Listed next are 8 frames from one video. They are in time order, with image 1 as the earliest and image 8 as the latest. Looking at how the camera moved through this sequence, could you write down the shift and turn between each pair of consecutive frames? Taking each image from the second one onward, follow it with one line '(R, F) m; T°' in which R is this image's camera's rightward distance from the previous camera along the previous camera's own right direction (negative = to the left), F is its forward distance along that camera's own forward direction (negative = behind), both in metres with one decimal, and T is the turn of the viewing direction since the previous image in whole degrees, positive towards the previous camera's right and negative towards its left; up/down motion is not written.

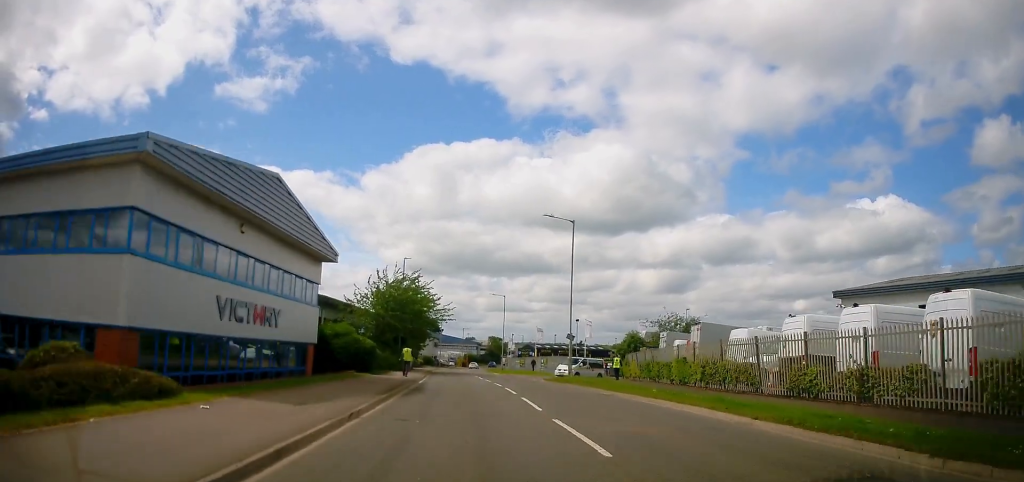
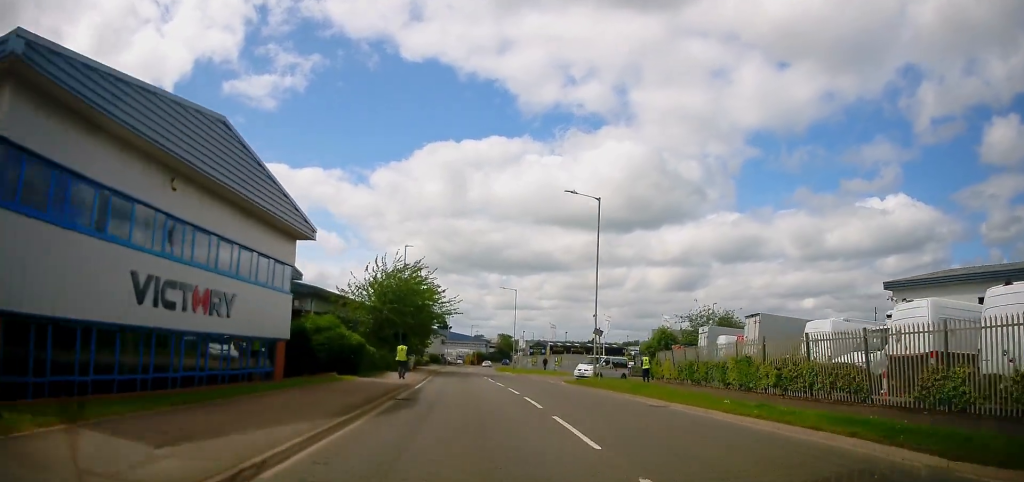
(+0.1, +5.5) m; +1°
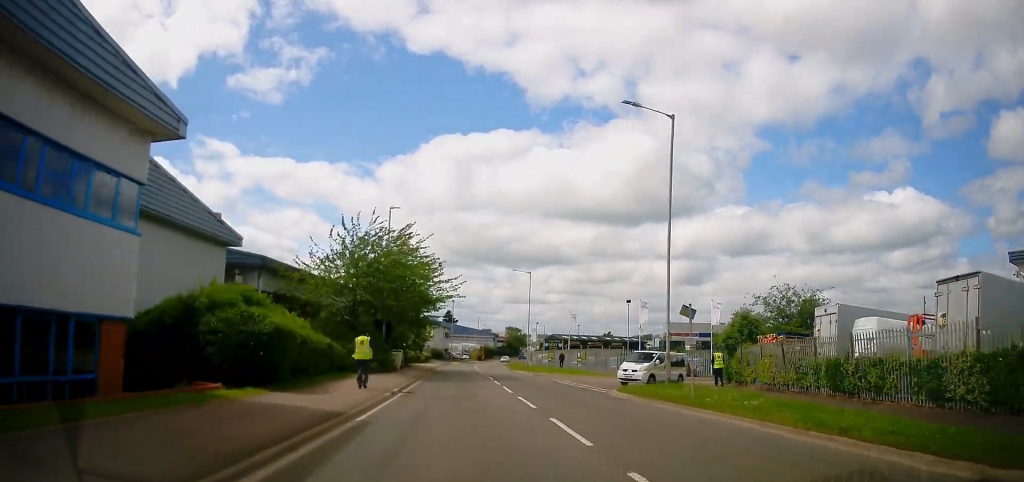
(0.0, +11.8) m; -2°
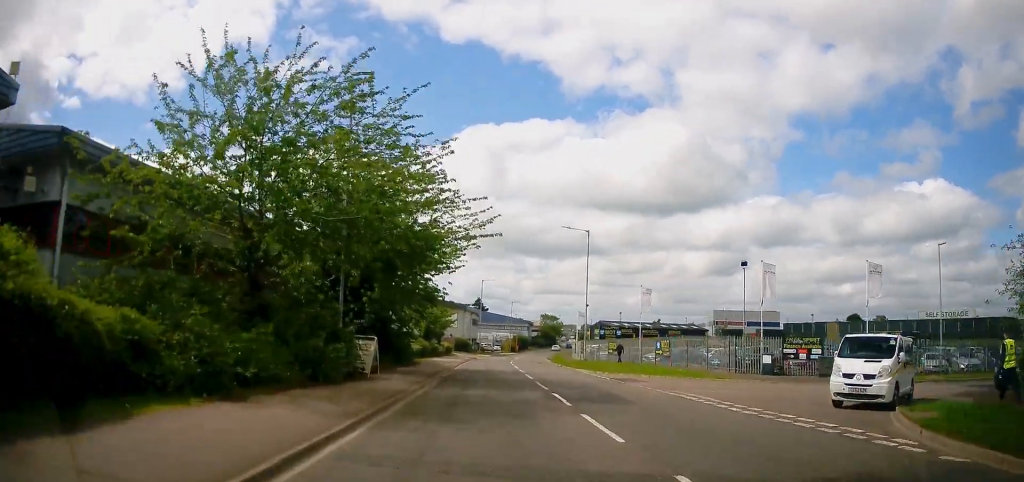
(-0.7, +18.2) m; -3°
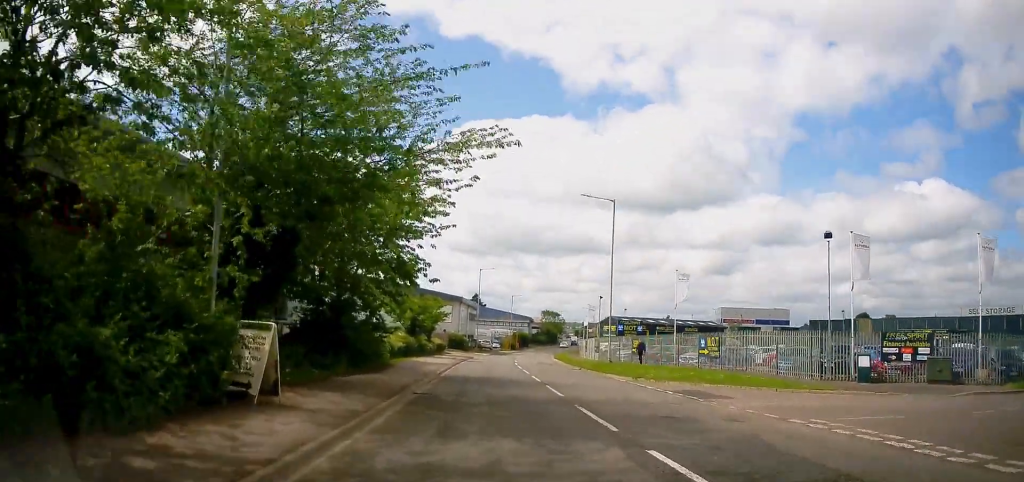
(-0.1, +9.4) m; +1°
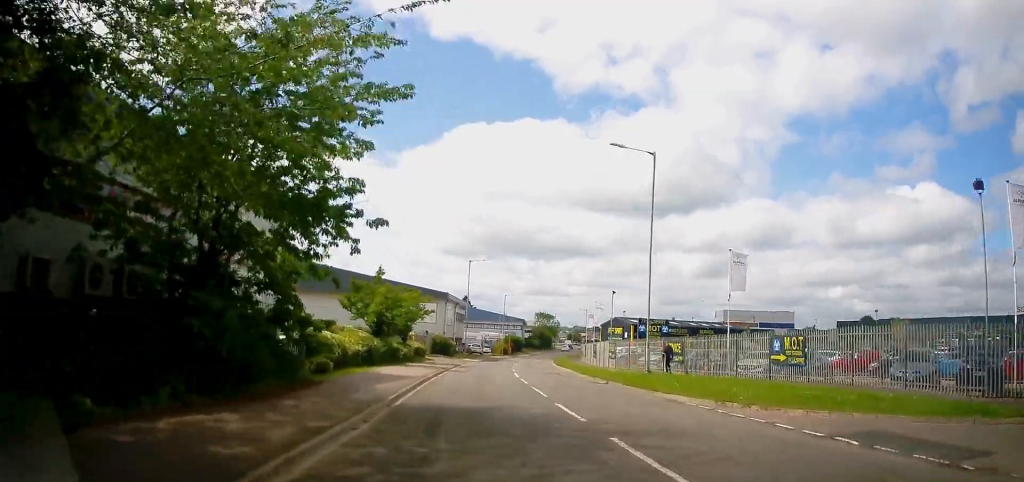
(+0.3, +10.3) m; +2°
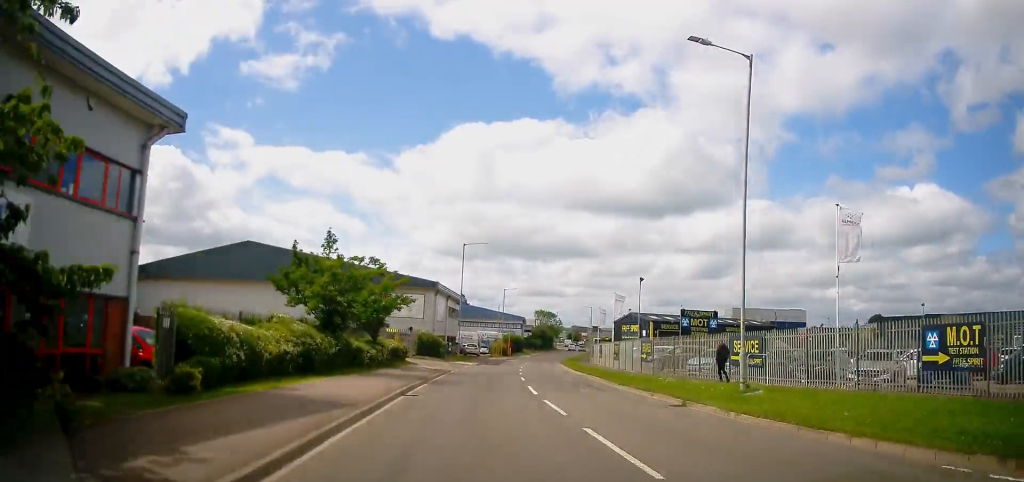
(+0.1, +10.2) m; 0°
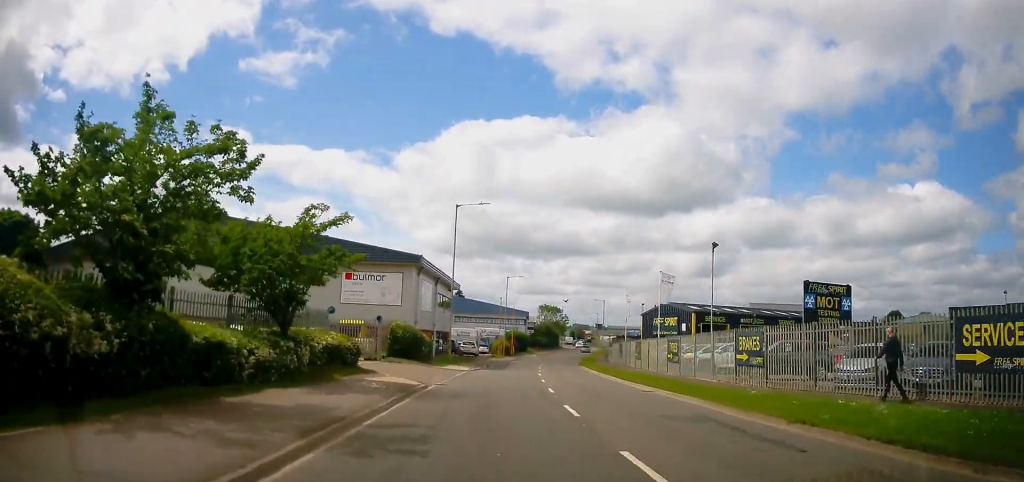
(-0.2, +14.0) m; +1°
